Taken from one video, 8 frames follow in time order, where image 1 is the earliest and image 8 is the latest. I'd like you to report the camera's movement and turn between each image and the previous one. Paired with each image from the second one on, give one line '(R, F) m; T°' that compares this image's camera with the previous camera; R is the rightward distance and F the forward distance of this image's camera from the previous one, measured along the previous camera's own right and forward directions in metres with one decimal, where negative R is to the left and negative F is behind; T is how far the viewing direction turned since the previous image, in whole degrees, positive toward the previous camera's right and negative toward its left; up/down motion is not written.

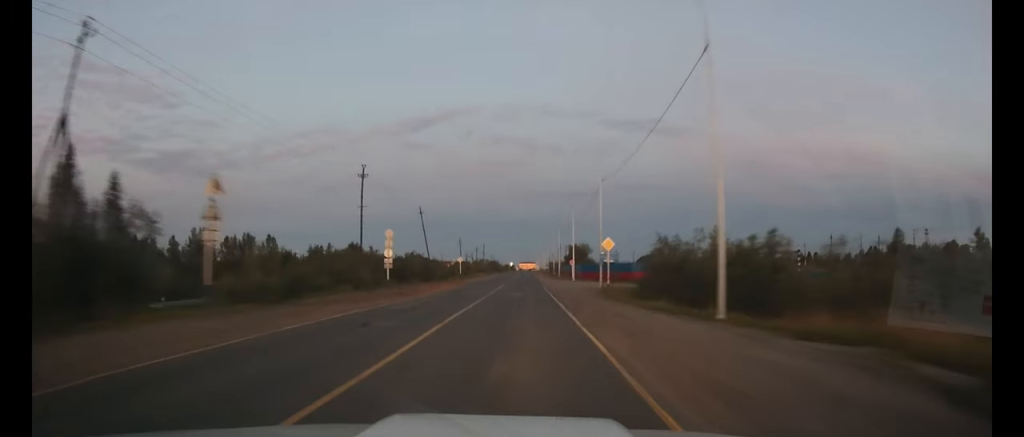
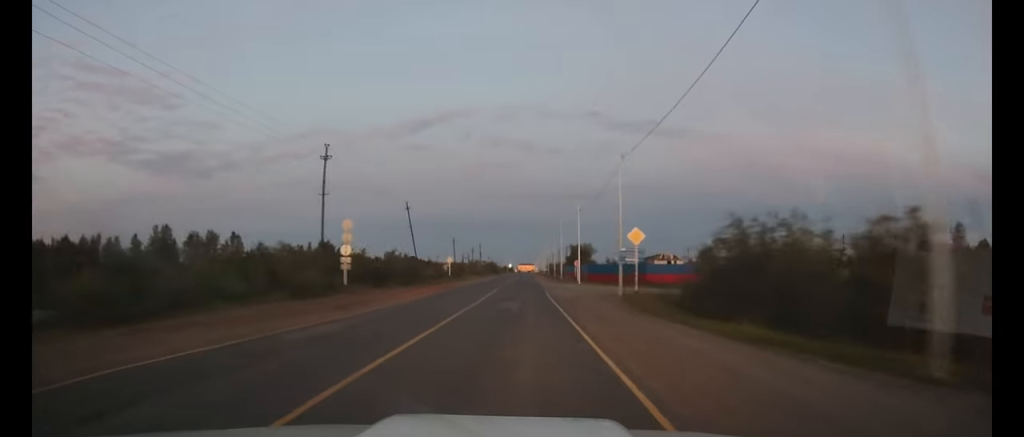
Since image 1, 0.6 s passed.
(0.0, +10.7) m; 0°
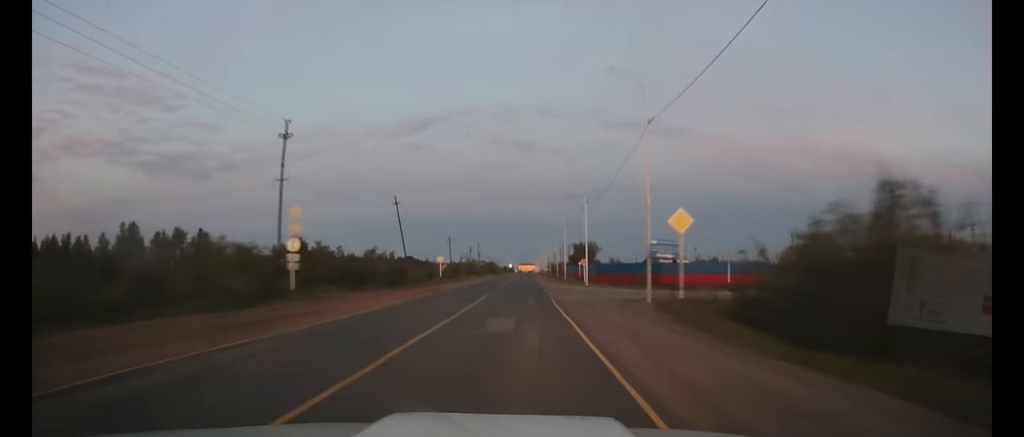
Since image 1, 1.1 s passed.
(0.0, +8.5) m; 0°
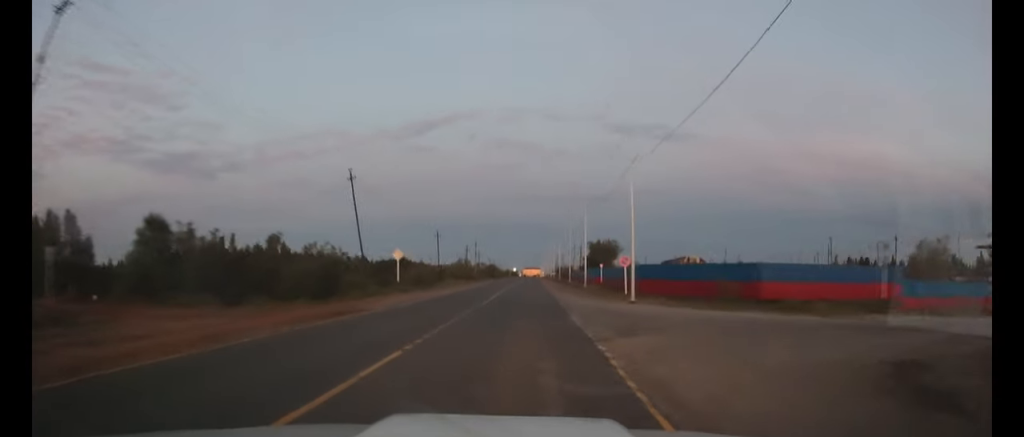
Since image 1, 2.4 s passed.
(-0.1, +24.7) m; 0°
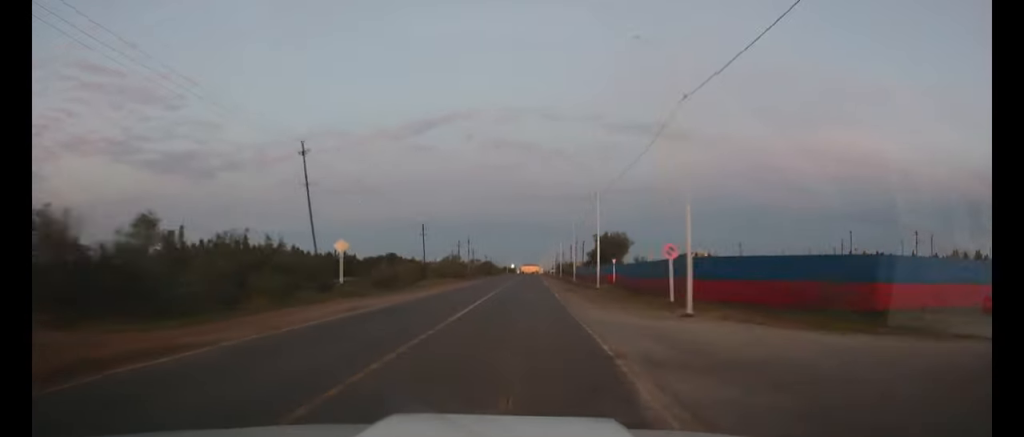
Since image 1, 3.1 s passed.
(0.0, +13.1) m; 0°
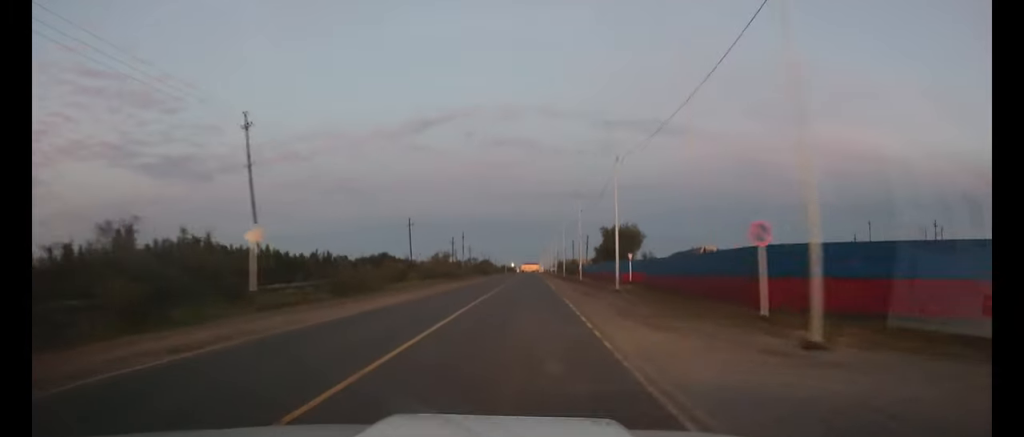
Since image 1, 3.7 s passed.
(0.0, +10.6) m; 0°
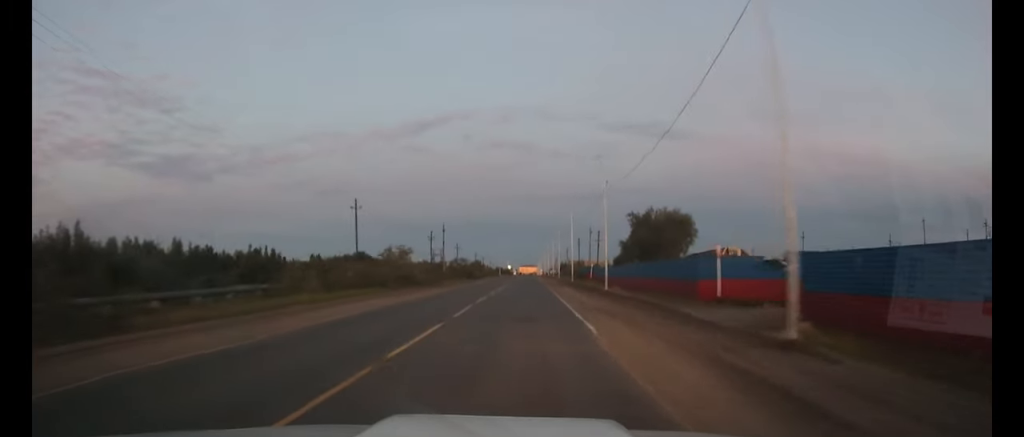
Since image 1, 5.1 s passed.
(+0.1, +26.5) m; 0°
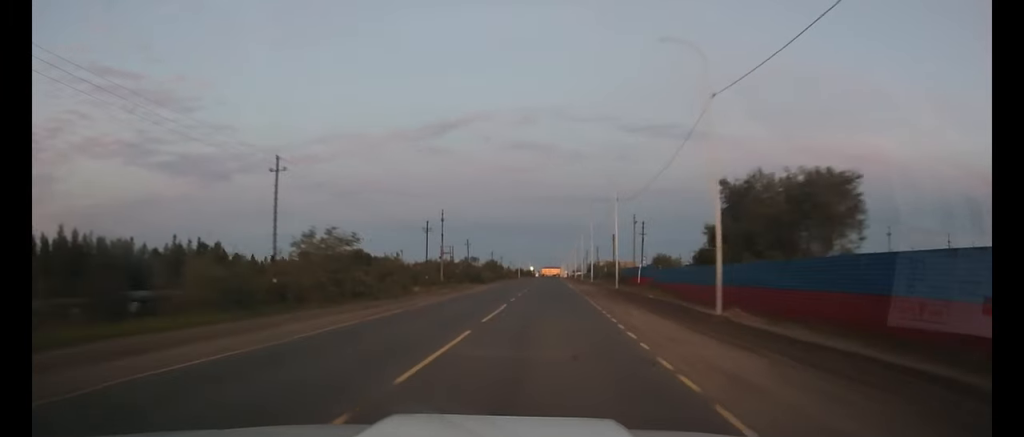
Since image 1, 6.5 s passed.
(-0.2, +24.9) m; -1°
